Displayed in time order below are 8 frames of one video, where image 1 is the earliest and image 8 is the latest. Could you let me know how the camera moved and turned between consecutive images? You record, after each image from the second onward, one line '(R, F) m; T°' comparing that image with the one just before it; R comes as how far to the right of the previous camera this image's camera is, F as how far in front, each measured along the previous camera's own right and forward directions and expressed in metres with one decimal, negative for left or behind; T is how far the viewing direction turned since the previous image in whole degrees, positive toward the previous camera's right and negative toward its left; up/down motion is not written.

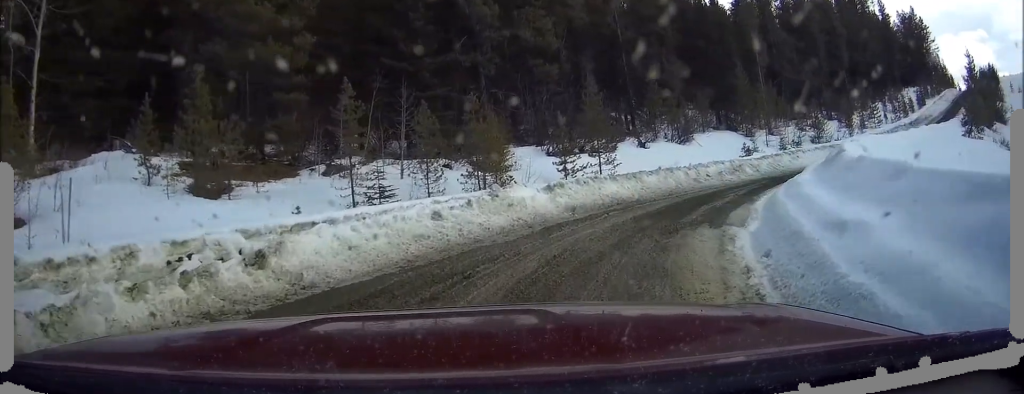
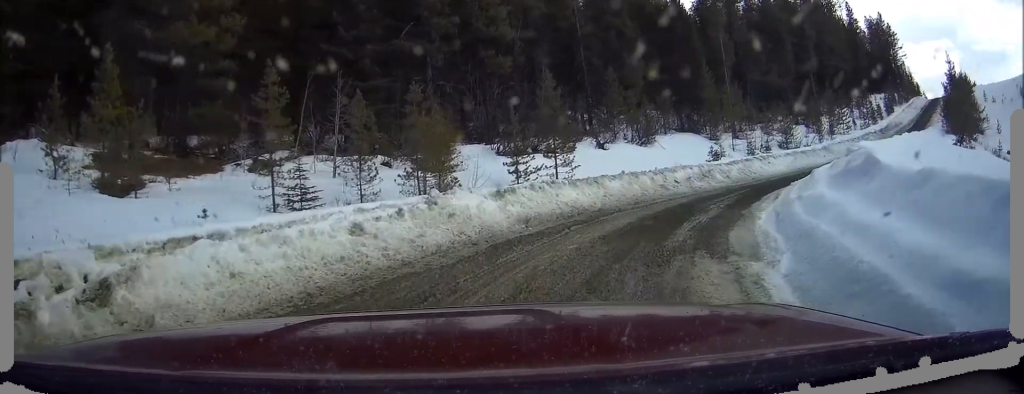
(+0.3, +2.7) m; +8°
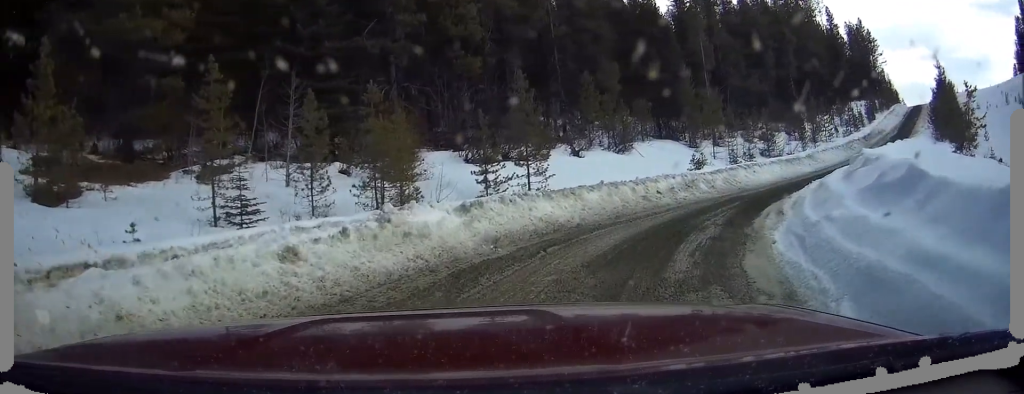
(+0.1, +1.9) m; +2°
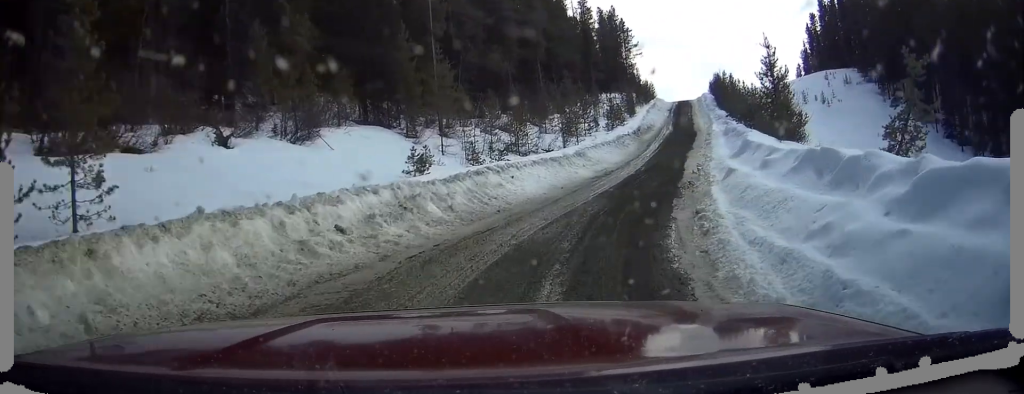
(0.0, +11.8) m; +7°
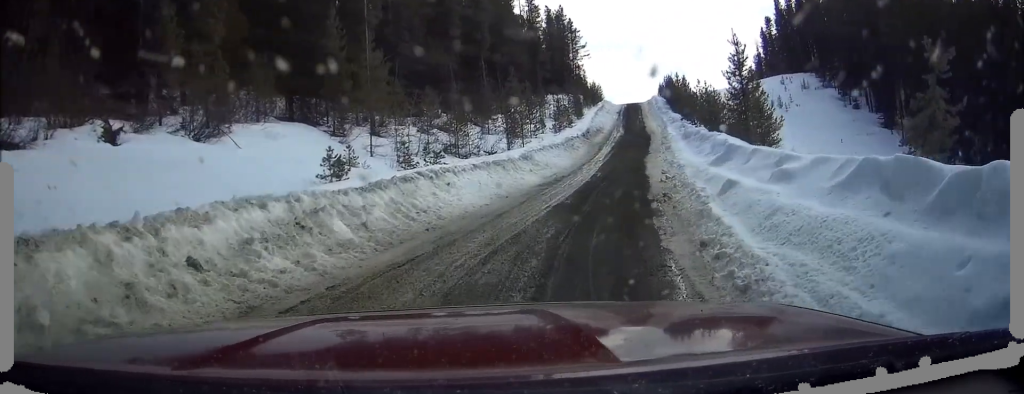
(+0.2, +3.1) m; +6°
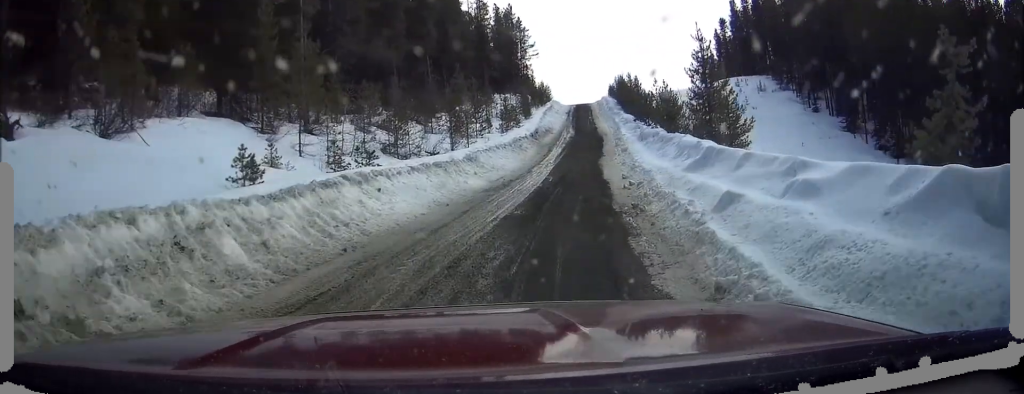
(0.0, +2.3) m; +5°
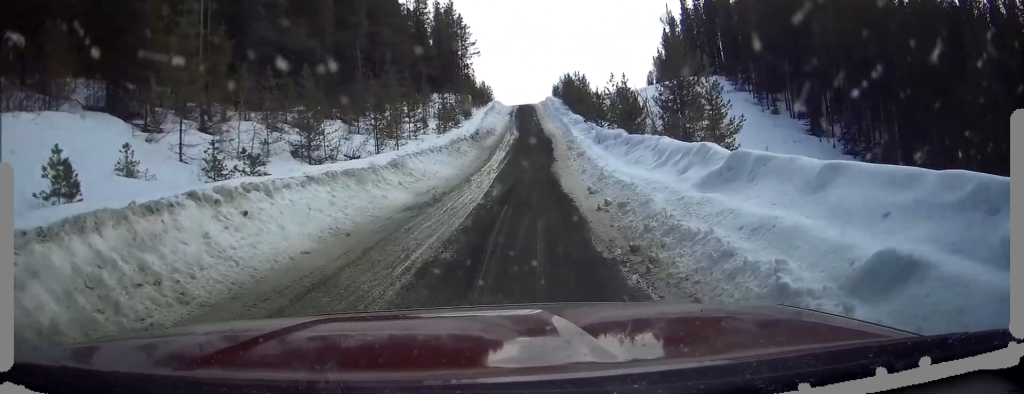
(+0.4, +4.6) m; +8°
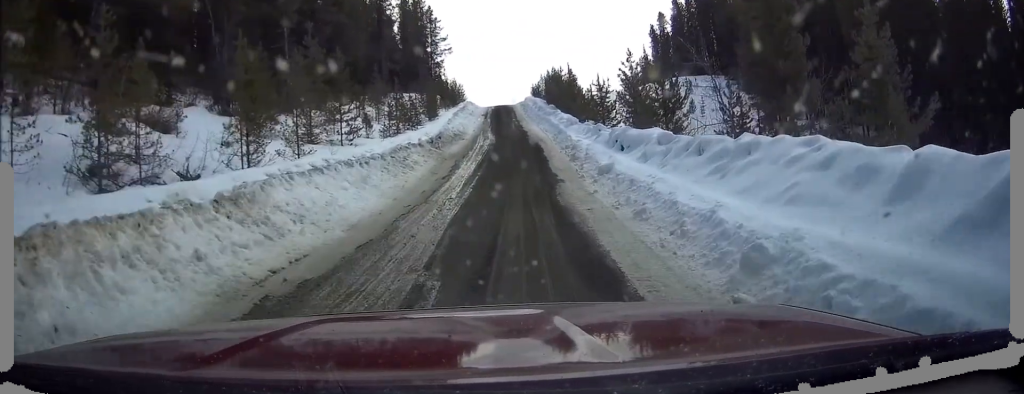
(+1.2, +11.2) m; +9°
